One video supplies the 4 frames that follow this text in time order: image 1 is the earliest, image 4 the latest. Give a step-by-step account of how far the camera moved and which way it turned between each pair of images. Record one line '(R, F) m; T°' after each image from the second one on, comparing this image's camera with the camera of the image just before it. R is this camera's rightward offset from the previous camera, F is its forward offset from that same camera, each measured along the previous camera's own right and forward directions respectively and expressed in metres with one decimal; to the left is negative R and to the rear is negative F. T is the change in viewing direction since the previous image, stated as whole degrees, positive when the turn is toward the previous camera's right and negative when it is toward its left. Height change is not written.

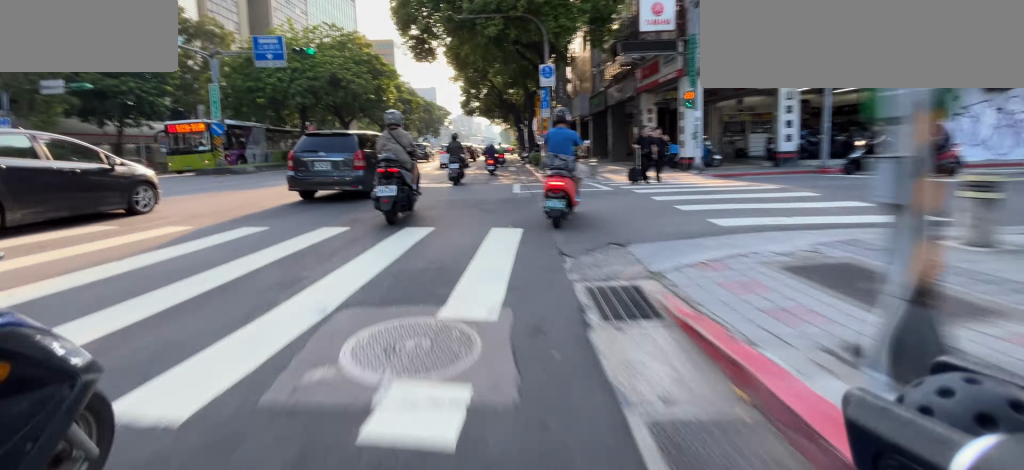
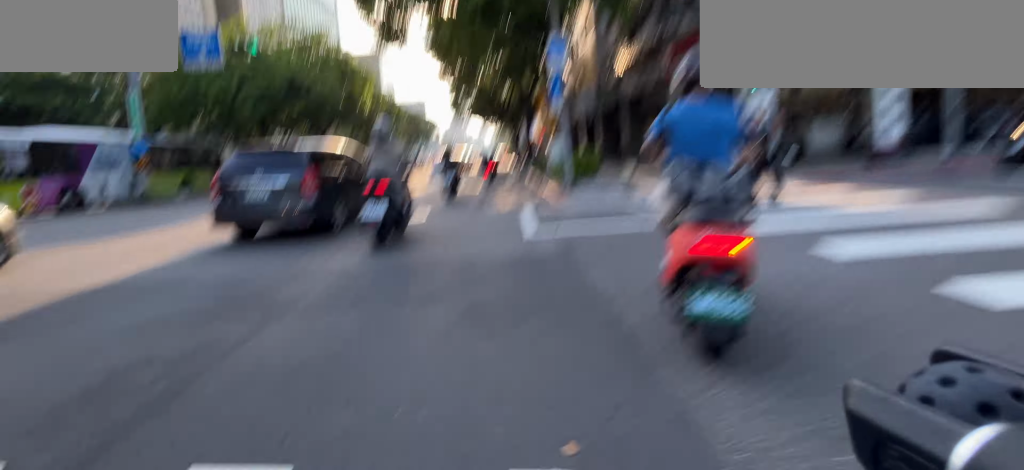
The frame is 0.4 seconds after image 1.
(0.0, +4.4) m; 0°
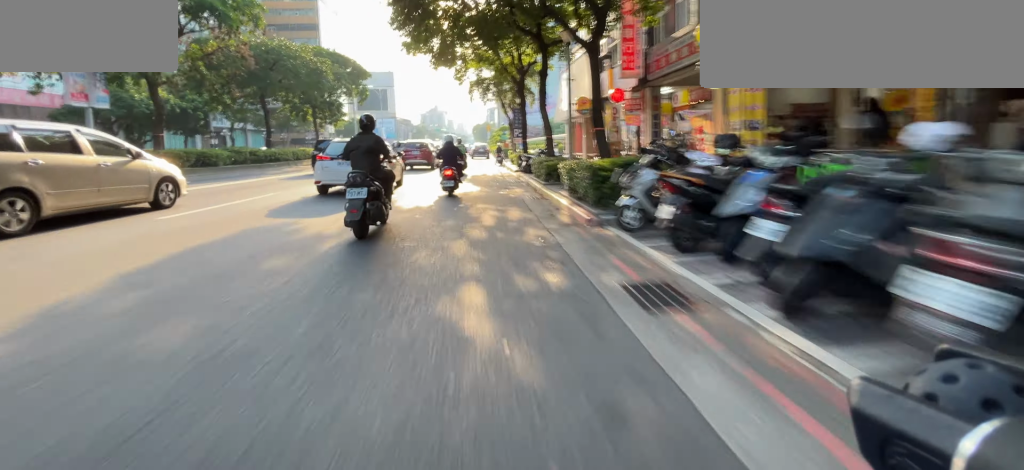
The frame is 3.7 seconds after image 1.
(0.0, +32.6) m; 0°
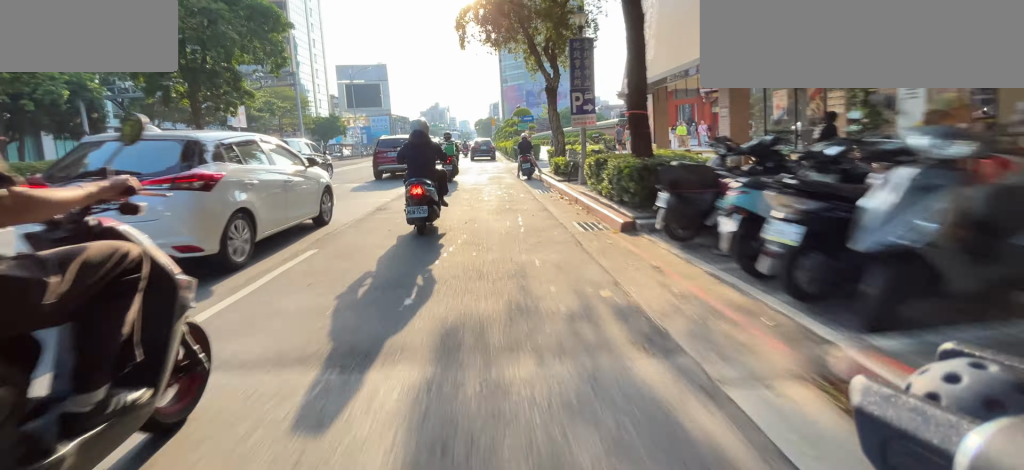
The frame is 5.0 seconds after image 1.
(0.0, +11.3) m; 0°
